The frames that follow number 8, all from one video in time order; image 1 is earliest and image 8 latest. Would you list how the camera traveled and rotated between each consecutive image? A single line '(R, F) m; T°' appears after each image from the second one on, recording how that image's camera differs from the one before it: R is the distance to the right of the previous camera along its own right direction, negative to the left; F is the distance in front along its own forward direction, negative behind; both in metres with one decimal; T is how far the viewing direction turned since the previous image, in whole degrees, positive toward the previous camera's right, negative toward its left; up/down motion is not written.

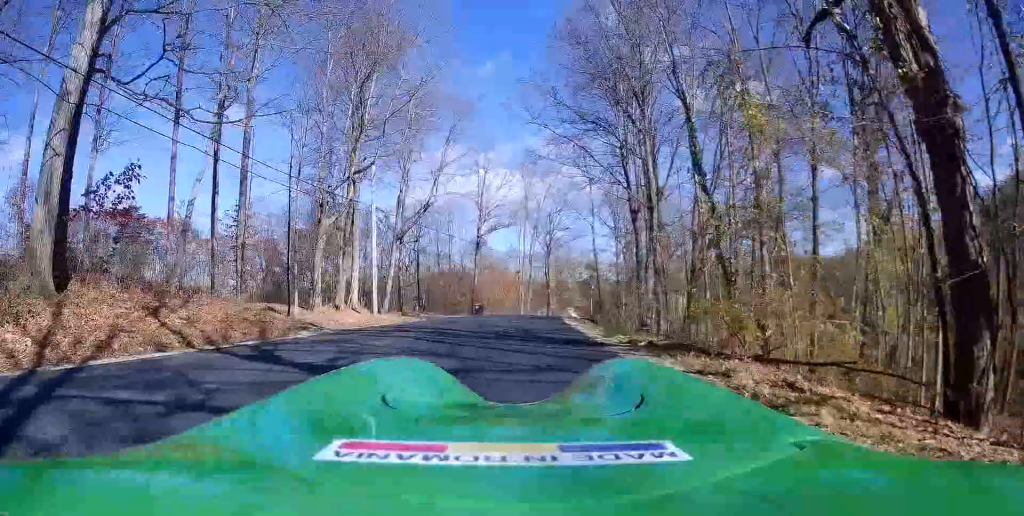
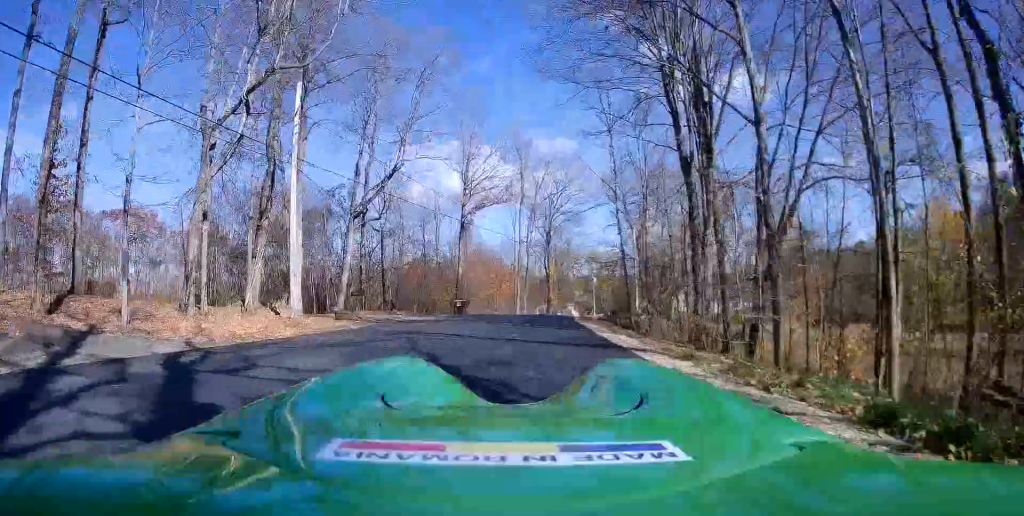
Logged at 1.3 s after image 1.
(+1.6, +13.4) m; +8°
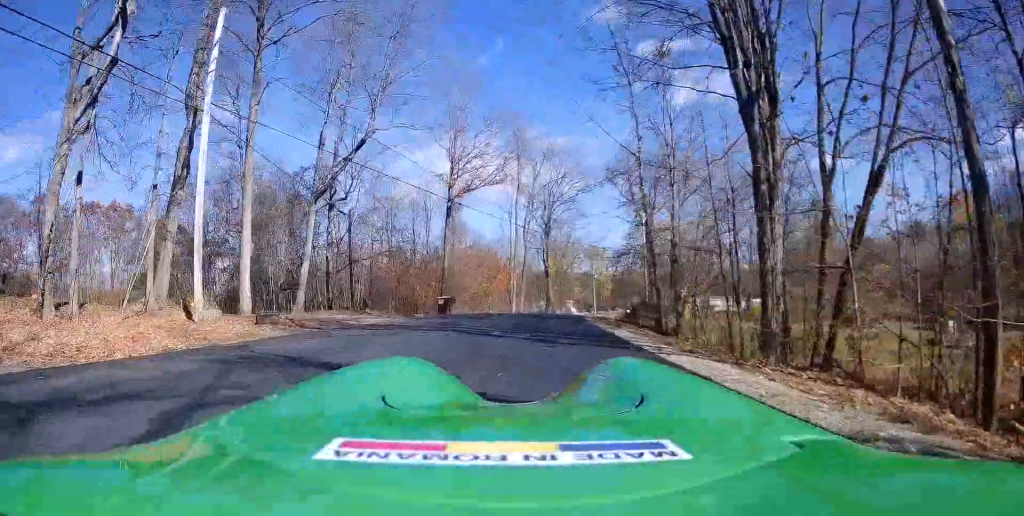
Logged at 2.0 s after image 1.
(+0.1, +6.9) m; +2°
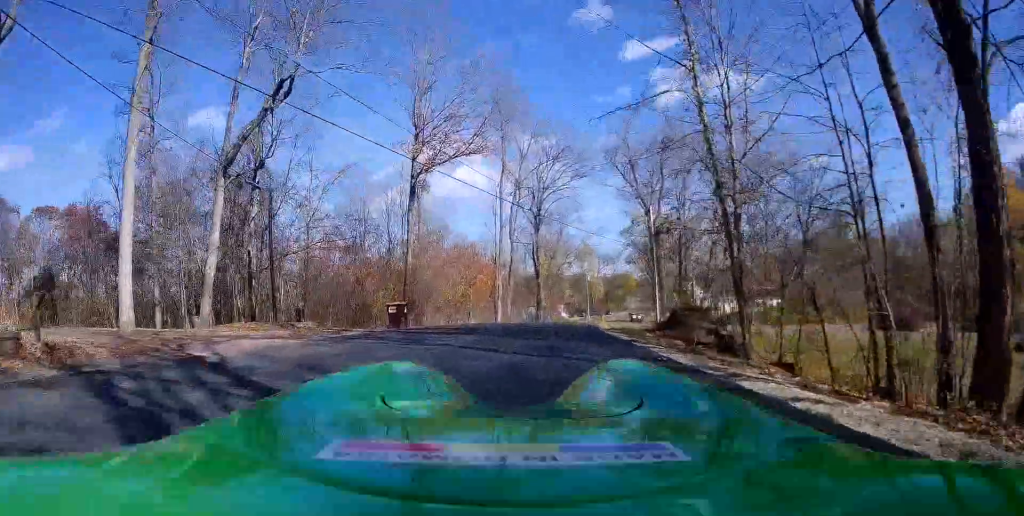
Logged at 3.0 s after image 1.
(+0.3, +9.5) m; +3°
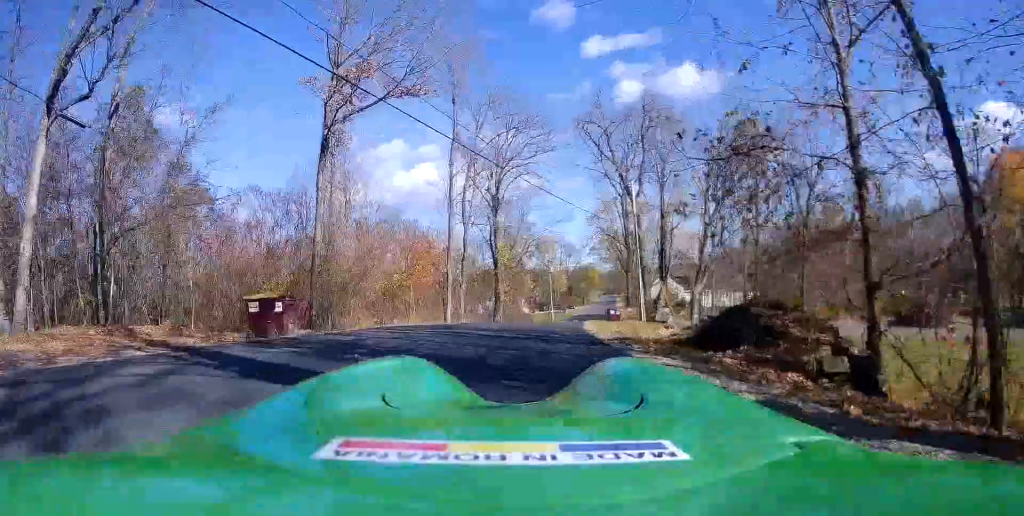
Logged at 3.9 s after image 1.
(+0.2, +9.5) m; +3°
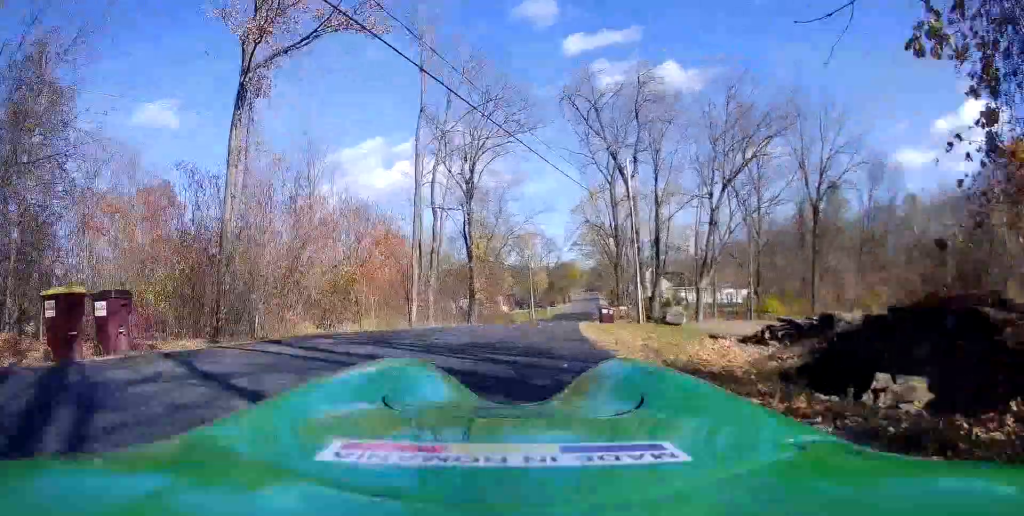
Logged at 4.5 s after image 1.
(+0.2, +7.2) m; +2°
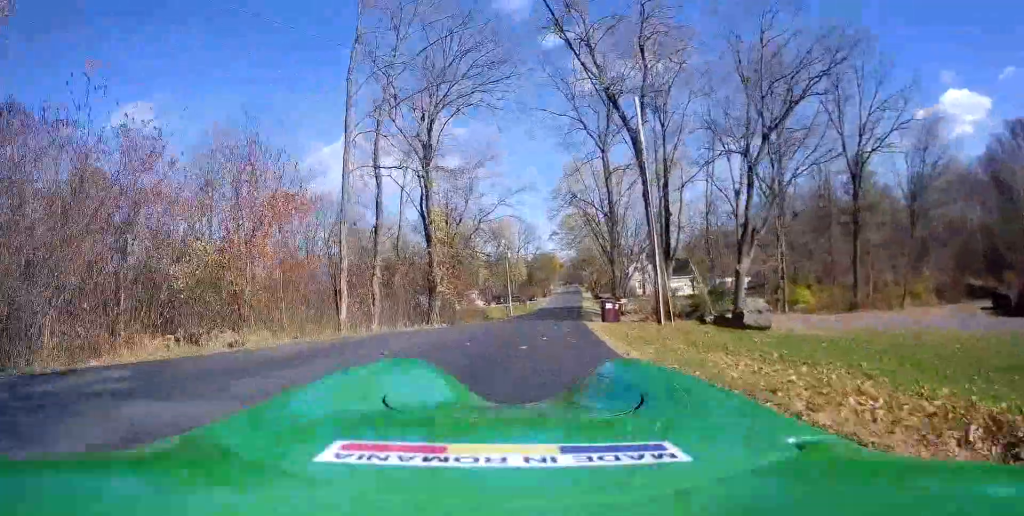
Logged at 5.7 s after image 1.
(+0.3, +12.9) m; +5°
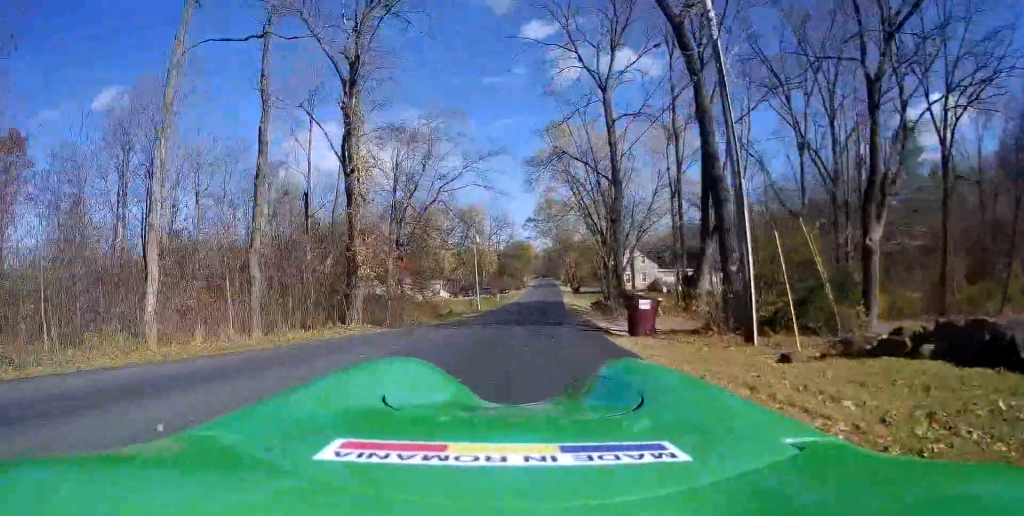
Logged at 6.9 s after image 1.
(+0.8, +14.3) m; +4°
